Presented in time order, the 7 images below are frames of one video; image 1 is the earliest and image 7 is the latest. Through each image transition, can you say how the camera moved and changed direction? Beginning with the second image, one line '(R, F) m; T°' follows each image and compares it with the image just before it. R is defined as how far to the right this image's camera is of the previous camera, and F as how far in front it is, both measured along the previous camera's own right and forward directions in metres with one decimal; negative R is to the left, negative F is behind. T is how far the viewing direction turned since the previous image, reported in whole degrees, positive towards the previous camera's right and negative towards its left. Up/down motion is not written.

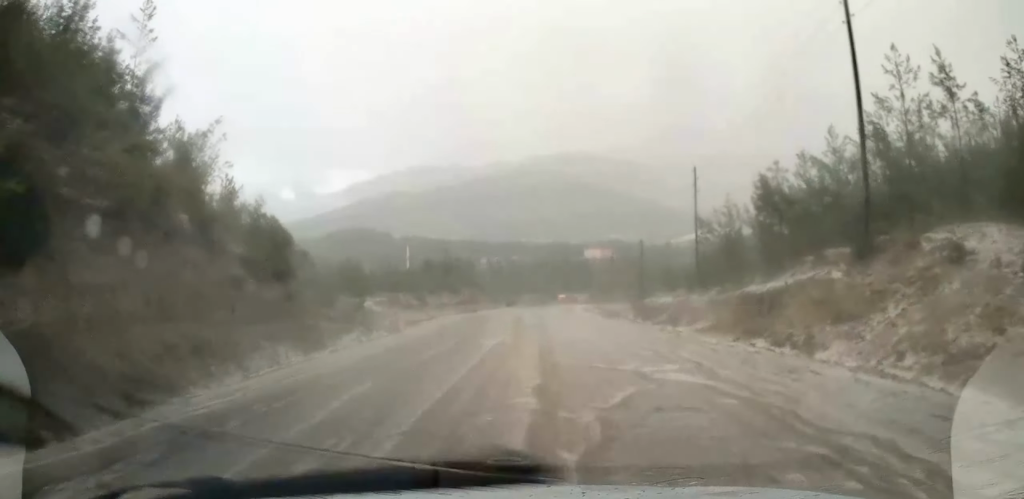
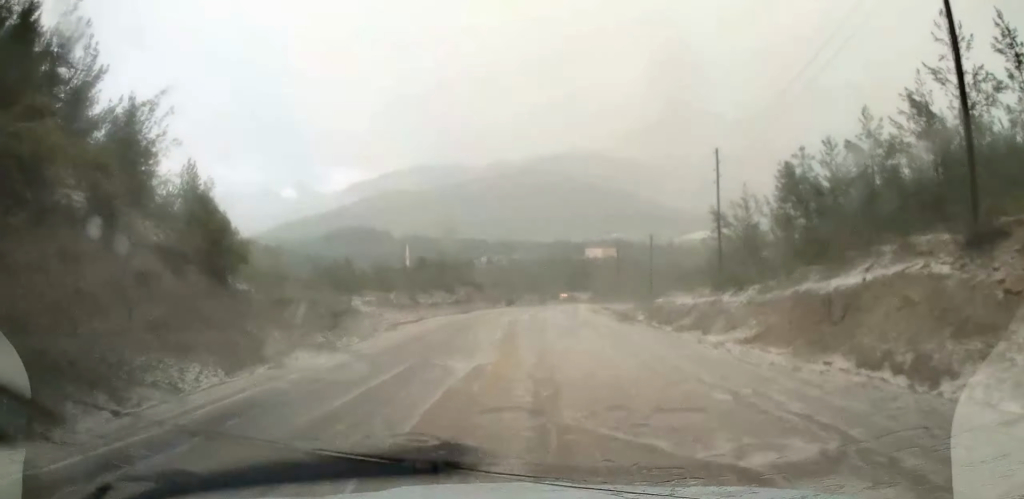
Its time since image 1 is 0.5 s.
(0.0, +5.4) m; 0°
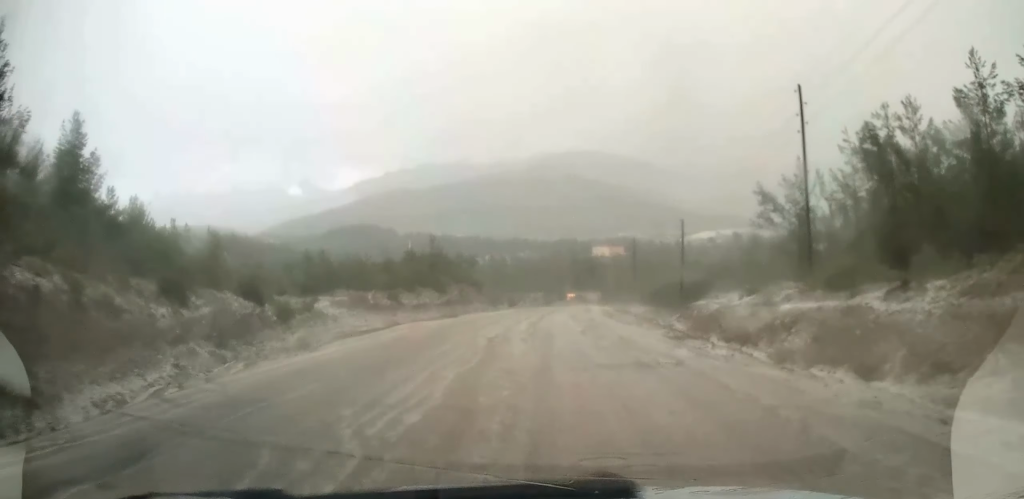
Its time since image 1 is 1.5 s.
(+0.1, +12.2) m; +1°
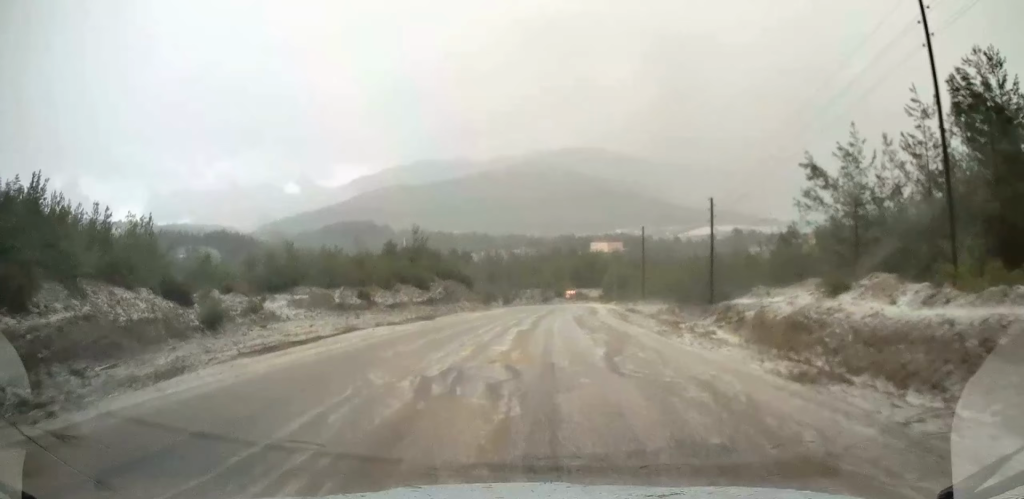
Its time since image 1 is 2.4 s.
(0.0, +9.3) m; 0°
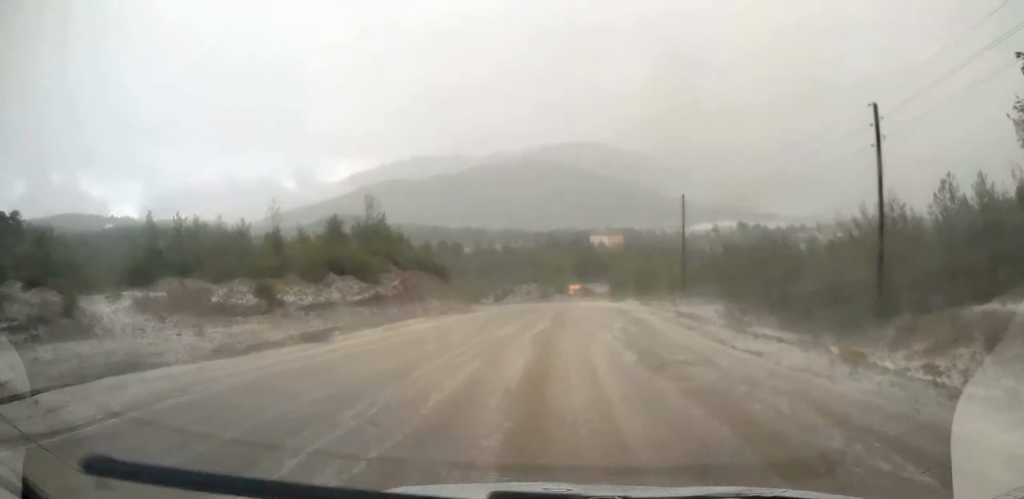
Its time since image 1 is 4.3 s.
(-0.2, +20.9) m; -1°
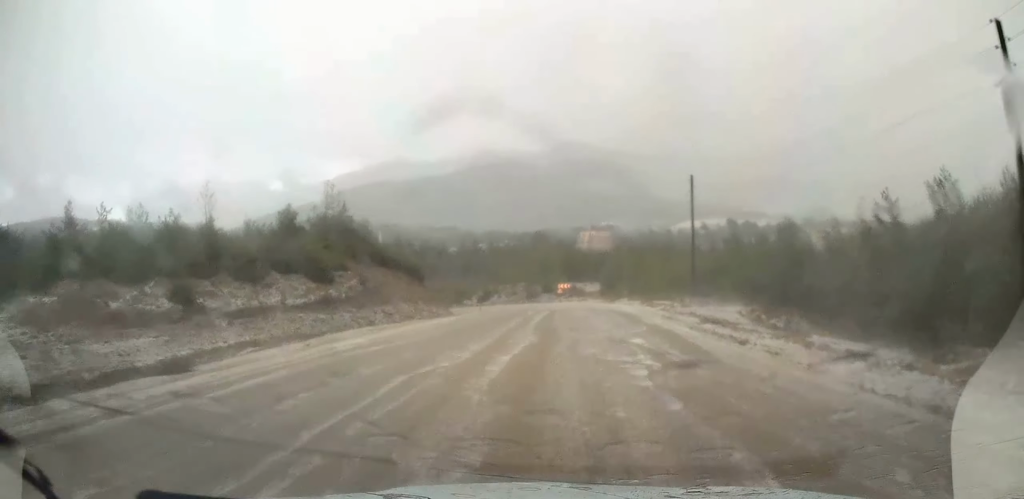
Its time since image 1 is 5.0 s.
(-0.1, +7.8) m; +1°
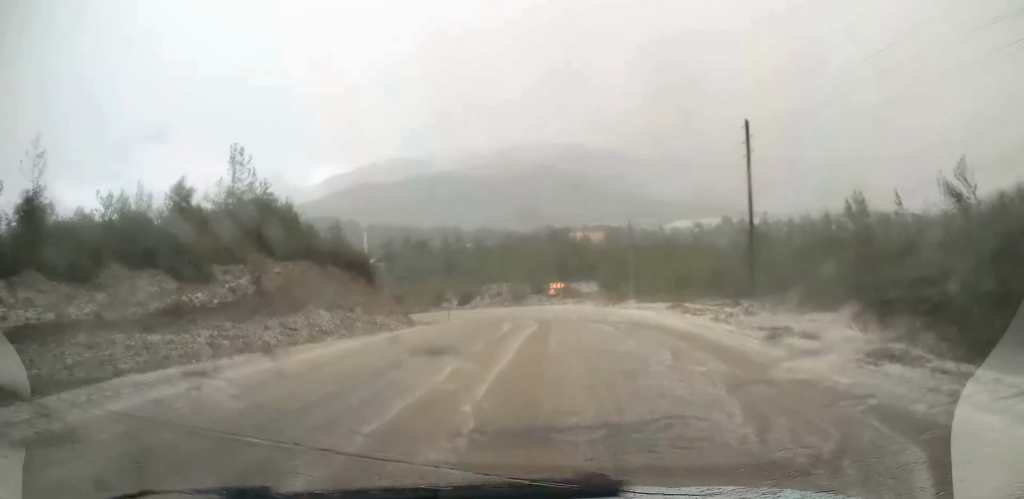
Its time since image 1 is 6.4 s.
(+0.4, +14.5) m; +2°
